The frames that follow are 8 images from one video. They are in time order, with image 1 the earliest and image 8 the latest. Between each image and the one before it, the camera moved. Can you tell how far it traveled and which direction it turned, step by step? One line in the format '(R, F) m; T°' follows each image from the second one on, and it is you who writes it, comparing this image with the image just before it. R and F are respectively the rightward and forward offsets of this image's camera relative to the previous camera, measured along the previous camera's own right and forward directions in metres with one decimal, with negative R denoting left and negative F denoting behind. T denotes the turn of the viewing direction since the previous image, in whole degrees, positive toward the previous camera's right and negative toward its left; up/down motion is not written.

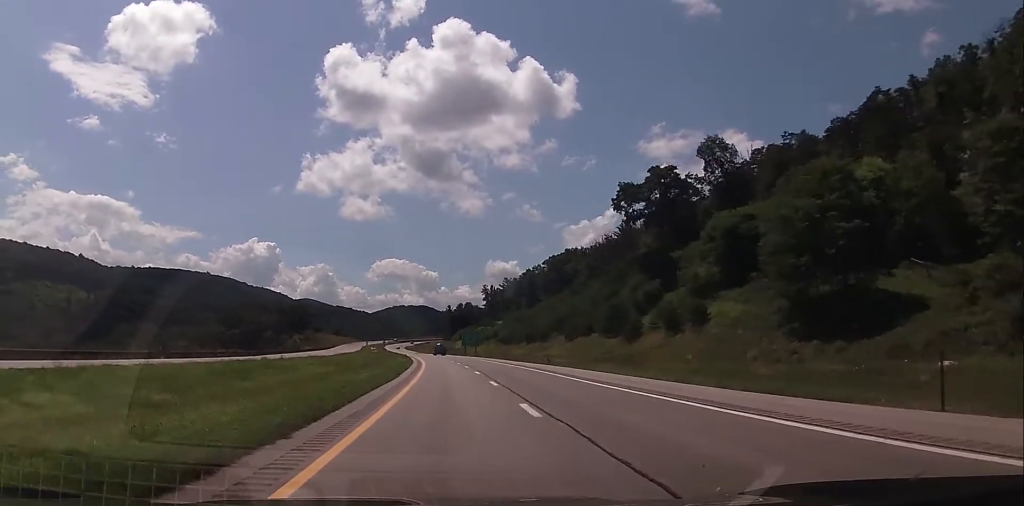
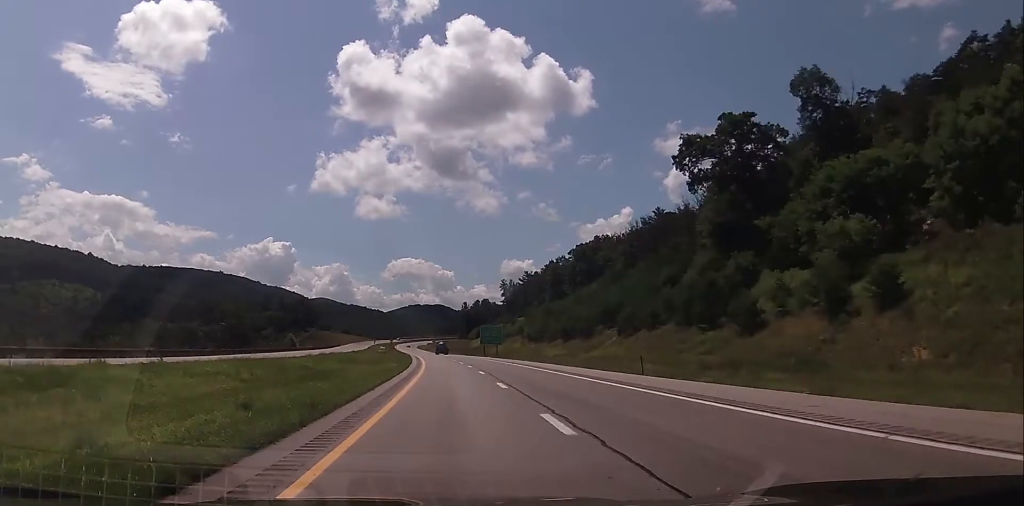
(-0.8, +27.8) m; -2°
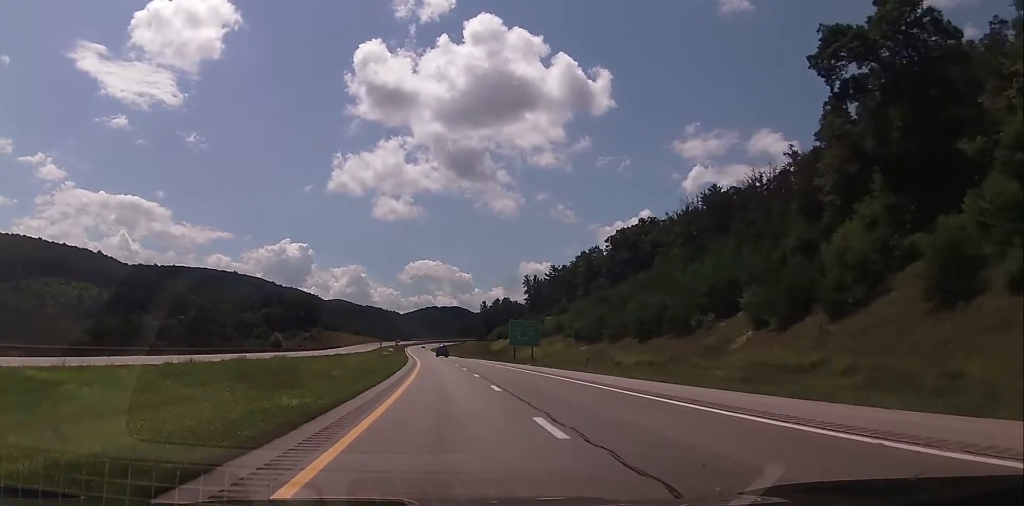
(-0.2, +36.8) m; -1°
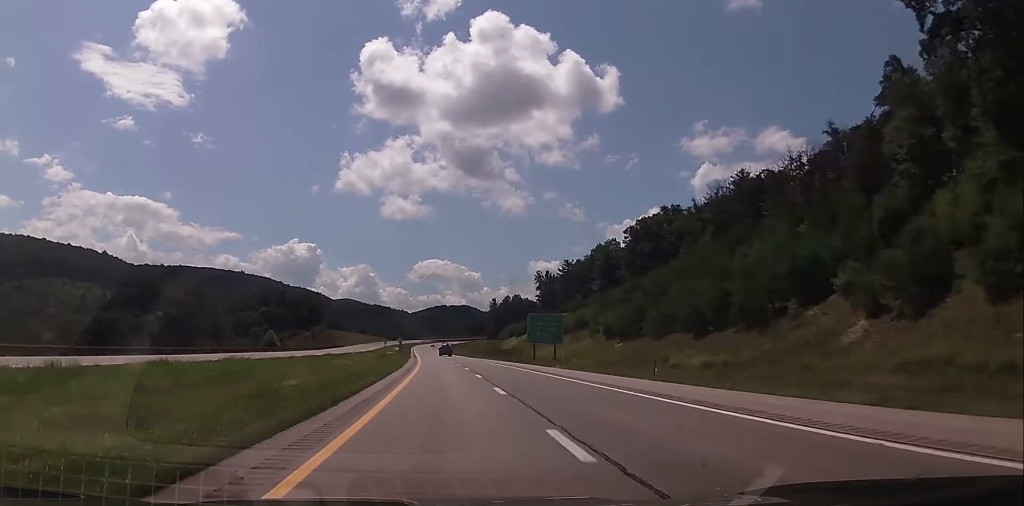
(-0.2, +14.5) m; -1°
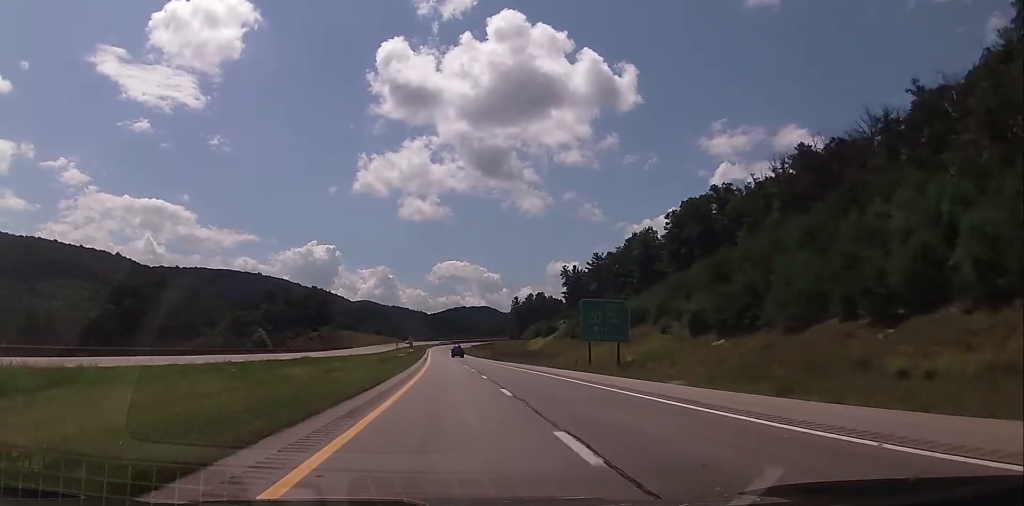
(-0.3, +24.5) m; -1°
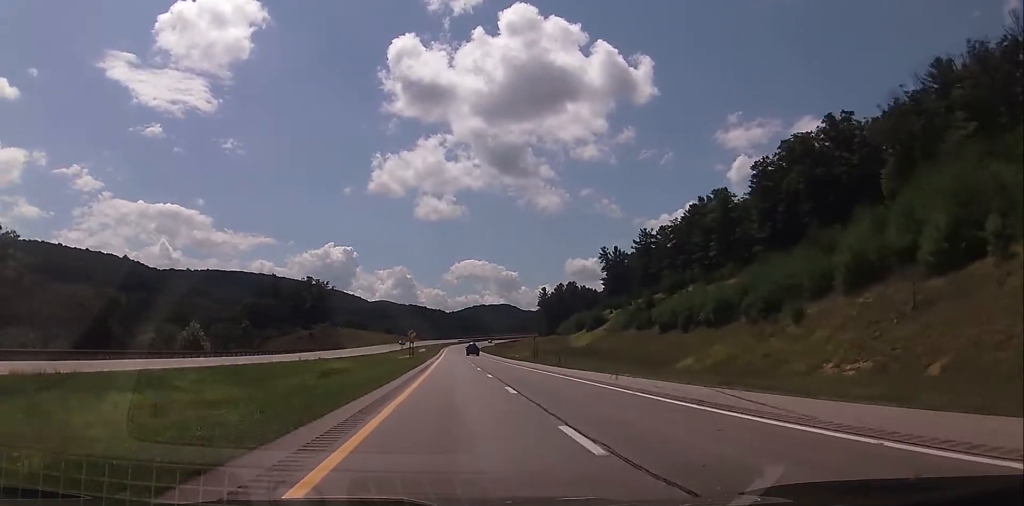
(-0.7, +48.1) m; -2°
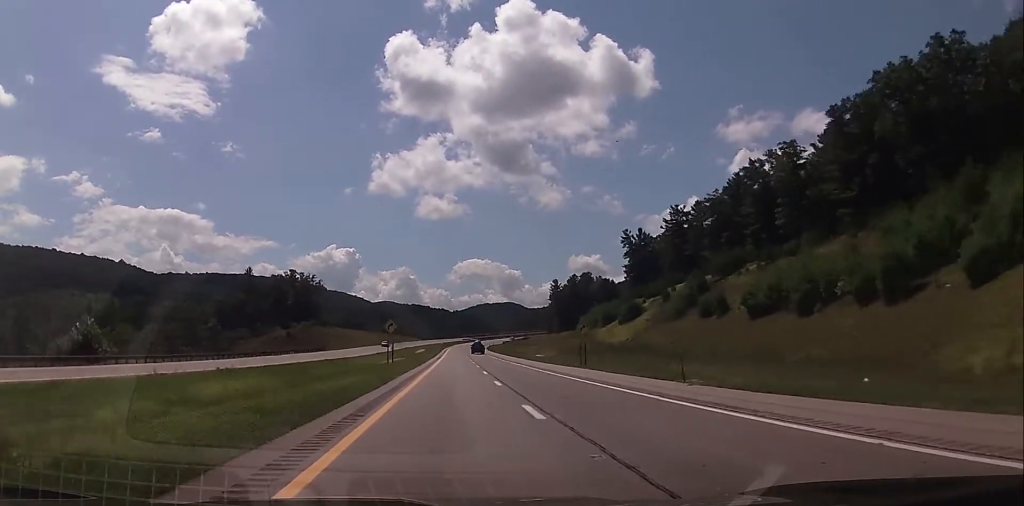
(-0.5, +32.4) m; -1°
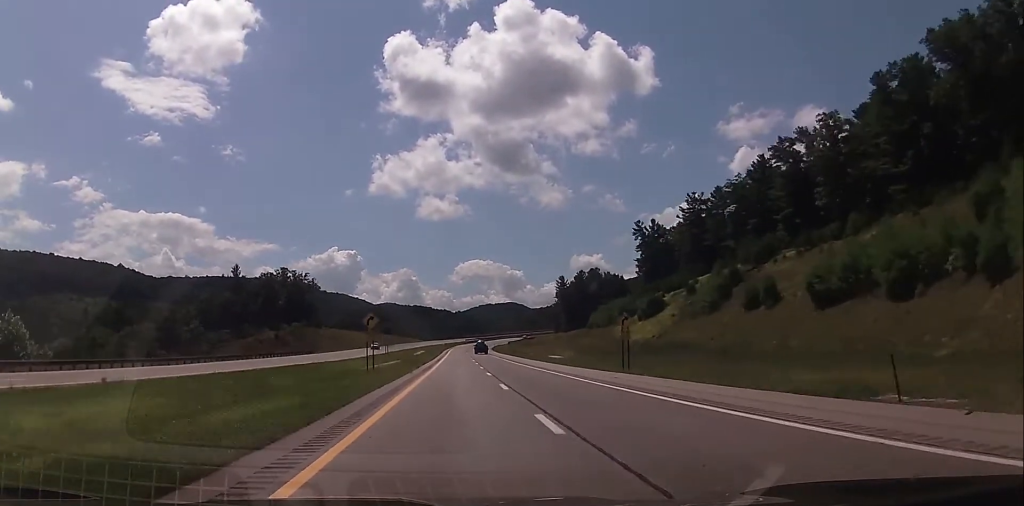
(-0.2, +14.5) m; 0°
